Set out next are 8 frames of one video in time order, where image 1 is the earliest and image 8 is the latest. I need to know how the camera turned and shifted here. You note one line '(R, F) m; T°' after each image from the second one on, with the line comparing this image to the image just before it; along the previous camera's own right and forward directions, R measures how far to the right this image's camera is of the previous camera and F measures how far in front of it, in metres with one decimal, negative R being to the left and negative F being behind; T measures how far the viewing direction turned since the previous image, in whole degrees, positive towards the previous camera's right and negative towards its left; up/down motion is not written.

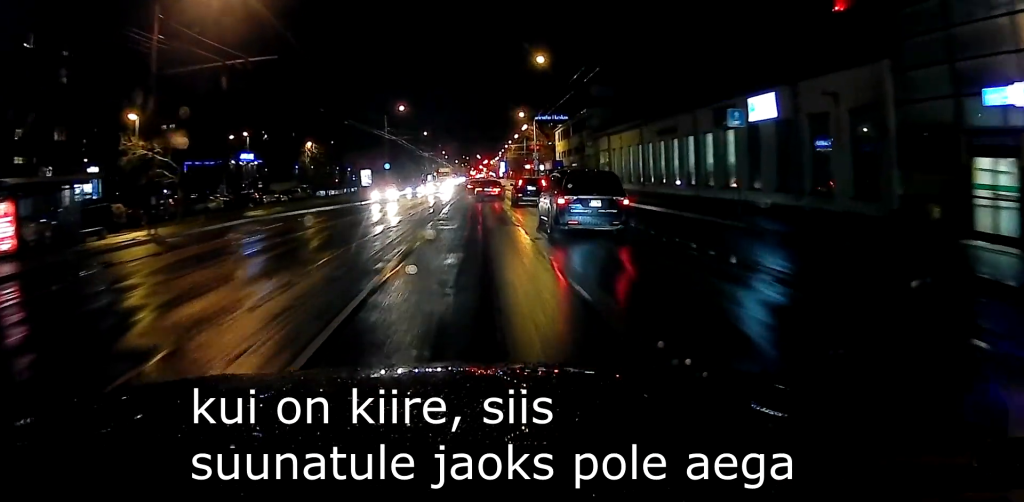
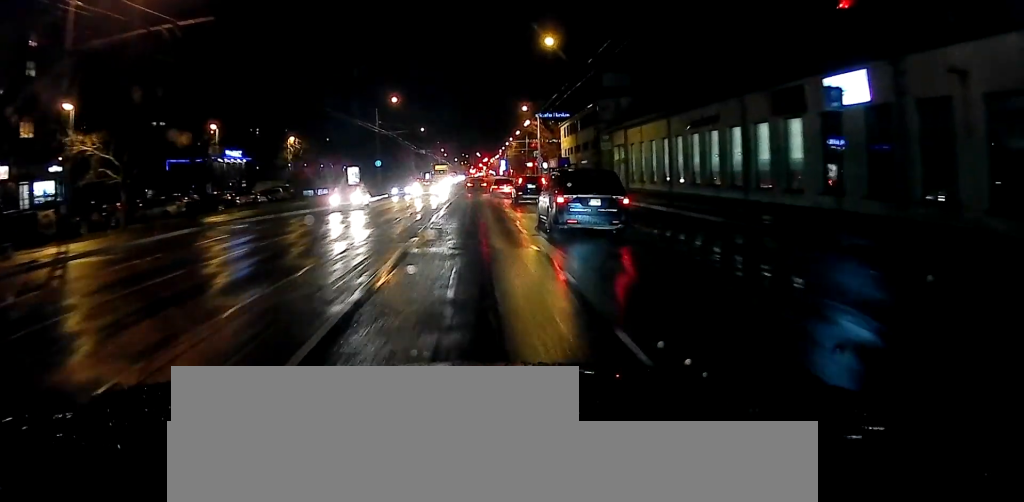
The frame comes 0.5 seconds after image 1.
(+0.1, +6.5) m; -1°
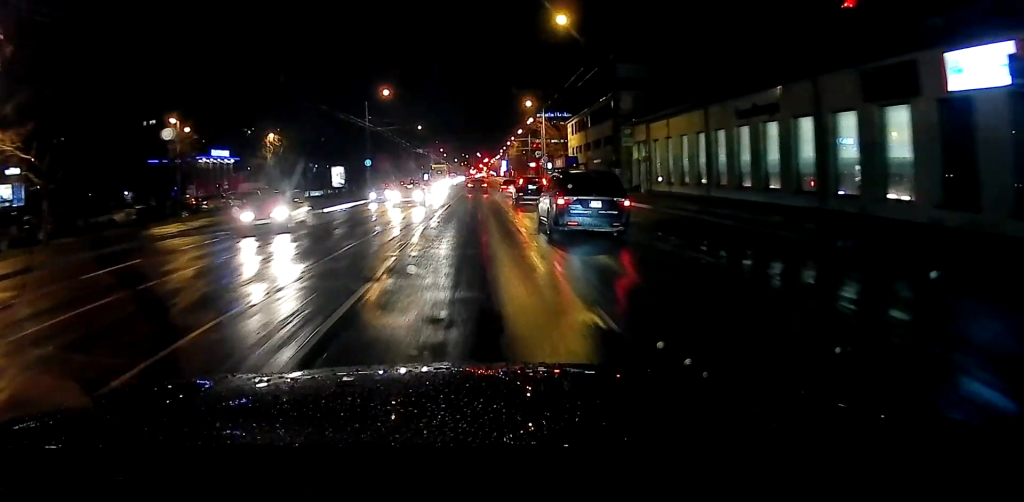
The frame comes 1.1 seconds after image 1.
(-0.3, +6.9) m; -1°
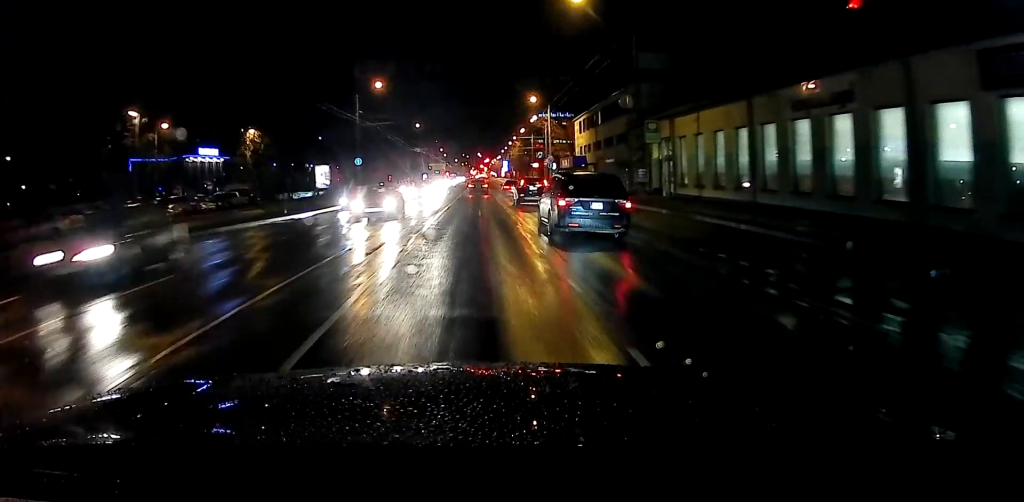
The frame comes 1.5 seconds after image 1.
(-0.1, +5.6) m; -1°
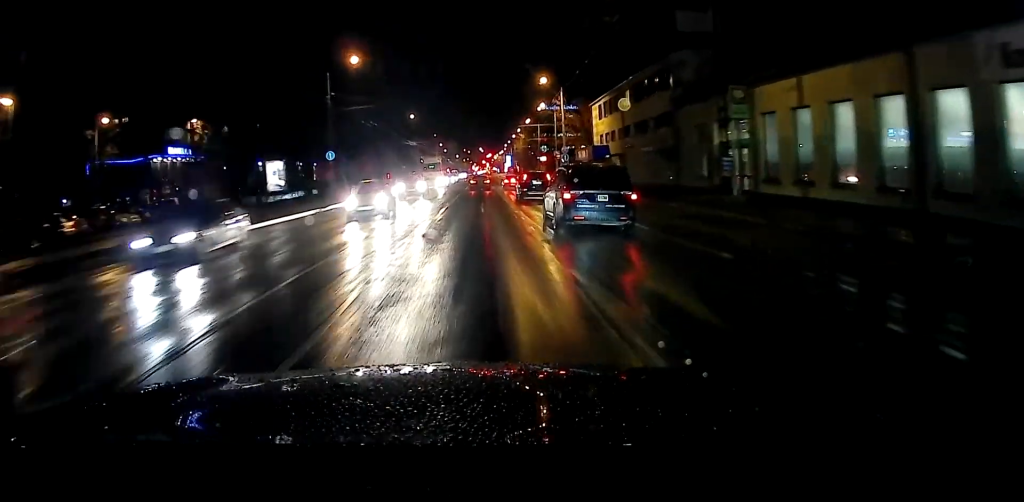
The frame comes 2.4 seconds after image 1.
(0.0, +12.0) m; 0°
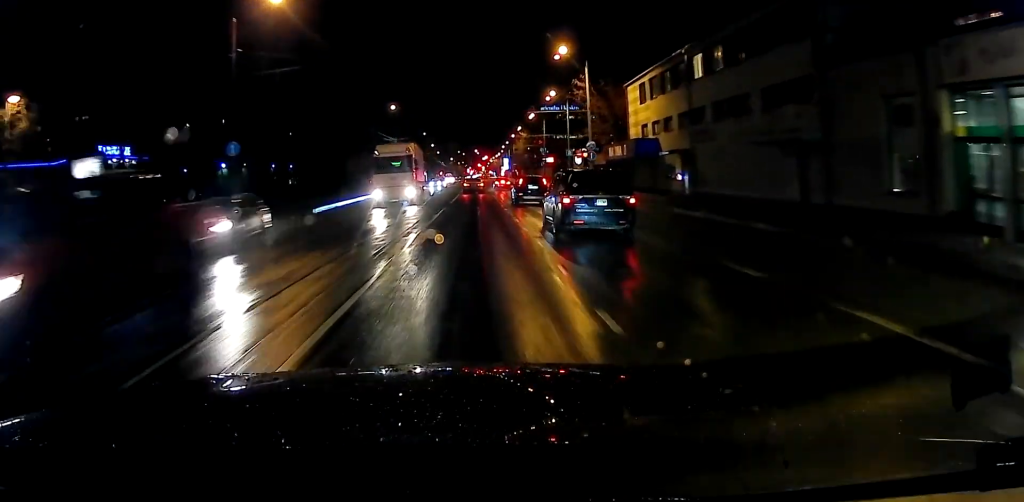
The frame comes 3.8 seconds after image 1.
(0.0, +19.1) m; 0°
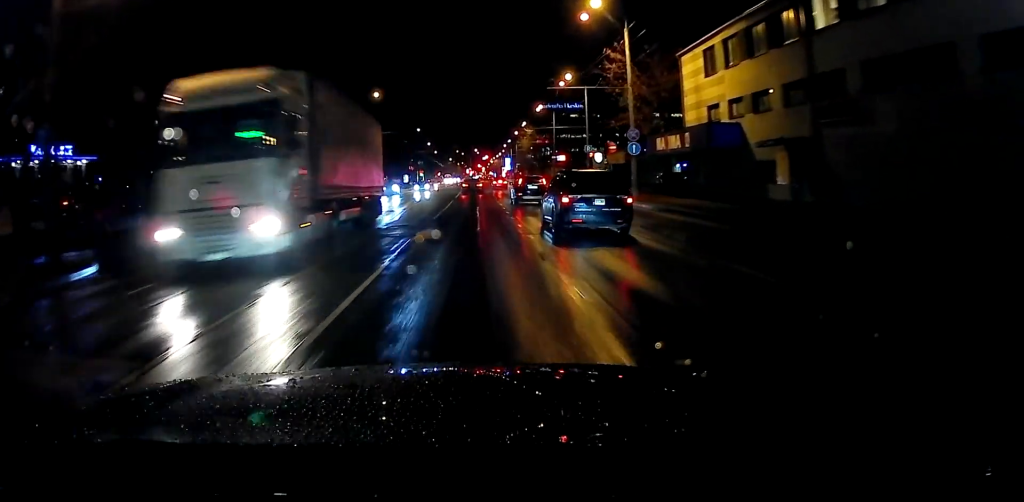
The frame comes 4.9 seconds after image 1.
(0.0, +14.1) m; 0°
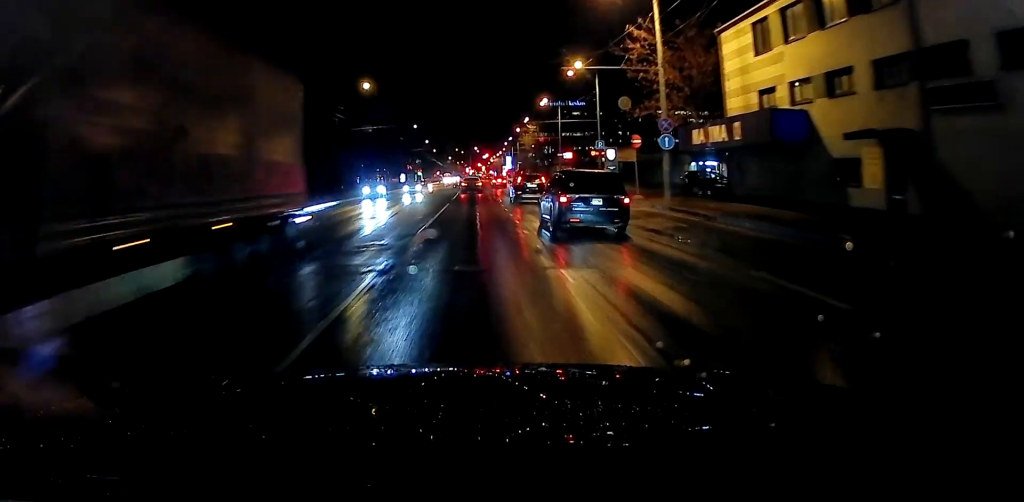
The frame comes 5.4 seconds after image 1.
(0.0, +6.7) m; 0°
